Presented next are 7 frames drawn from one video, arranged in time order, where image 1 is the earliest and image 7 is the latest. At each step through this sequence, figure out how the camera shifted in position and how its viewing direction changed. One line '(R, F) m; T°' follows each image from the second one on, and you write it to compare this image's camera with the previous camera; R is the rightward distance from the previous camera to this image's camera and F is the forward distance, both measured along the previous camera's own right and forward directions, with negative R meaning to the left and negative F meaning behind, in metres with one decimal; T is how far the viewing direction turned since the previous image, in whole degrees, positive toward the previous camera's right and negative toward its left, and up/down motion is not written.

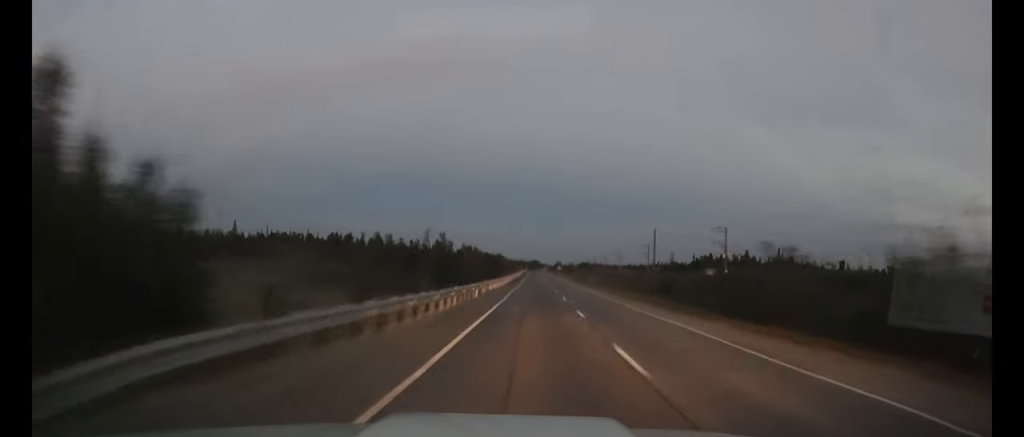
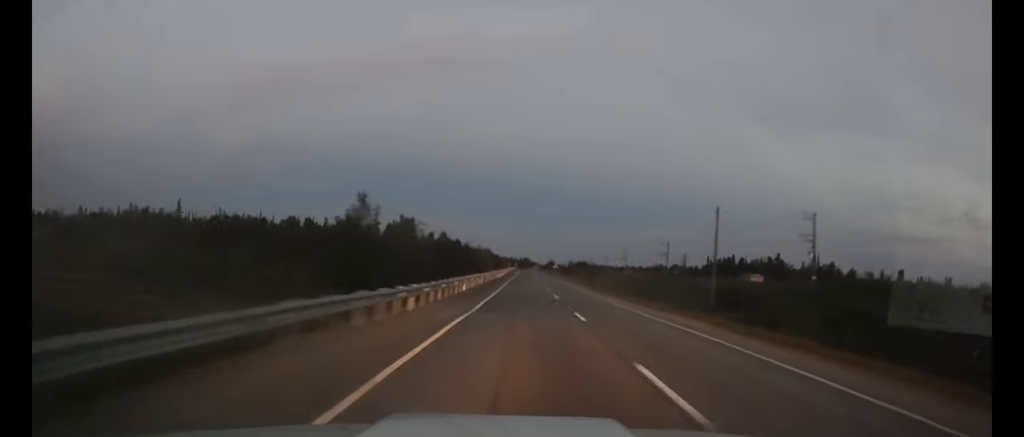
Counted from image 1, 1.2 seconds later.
(+0.2, +40.3) m; +1°
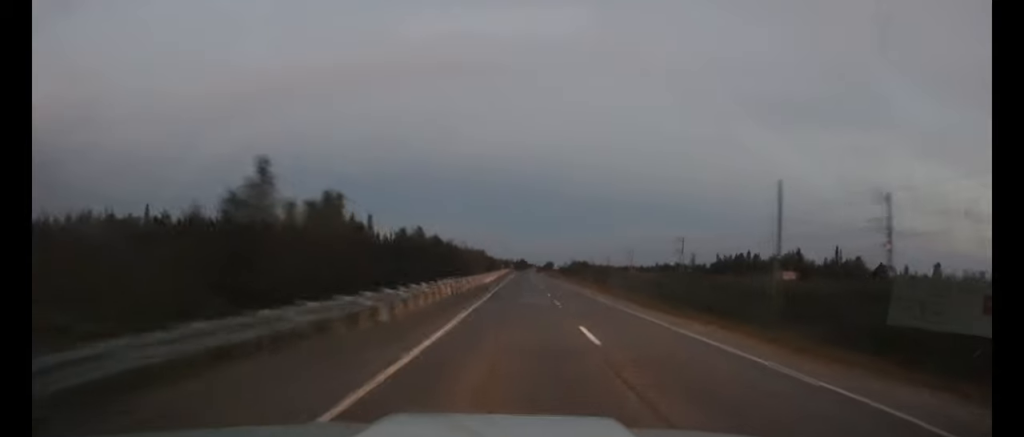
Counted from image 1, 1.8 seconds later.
(+0.1, +19.0) m; 0°
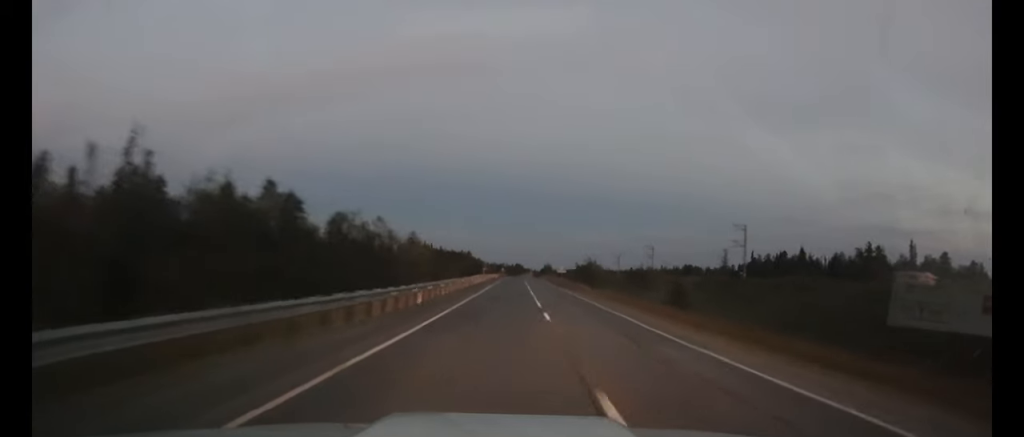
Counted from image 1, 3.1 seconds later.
(+0.3, +45.6) m; +1°
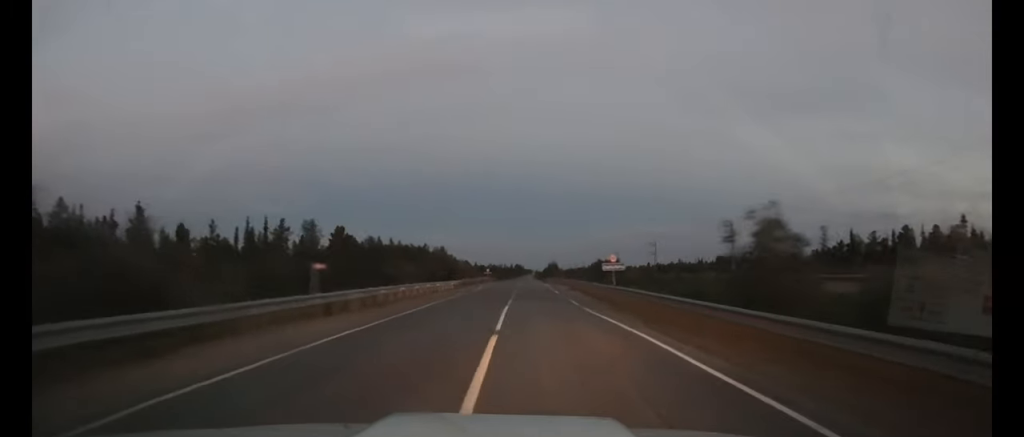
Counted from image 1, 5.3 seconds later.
(+0.4, +71.1) m; 0°
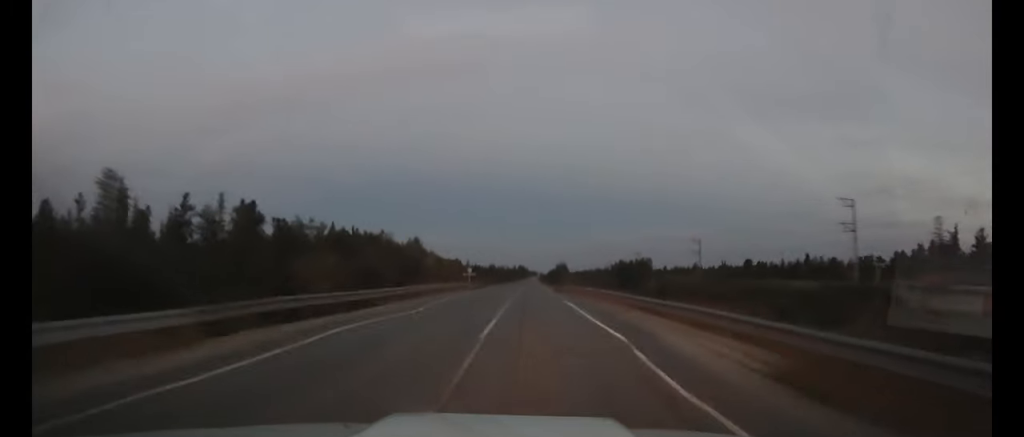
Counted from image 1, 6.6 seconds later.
(-0.1, +43.1) m; 0°
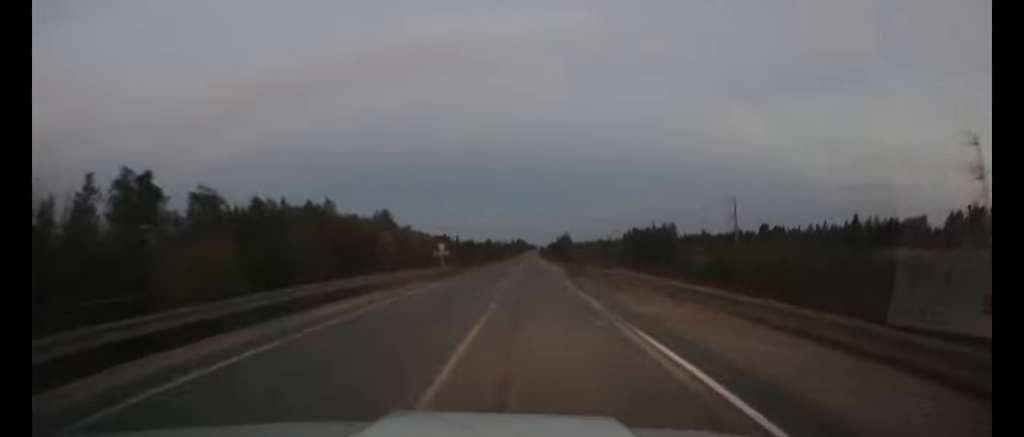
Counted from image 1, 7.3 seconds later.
(0.0, +25.1) m; 0°
